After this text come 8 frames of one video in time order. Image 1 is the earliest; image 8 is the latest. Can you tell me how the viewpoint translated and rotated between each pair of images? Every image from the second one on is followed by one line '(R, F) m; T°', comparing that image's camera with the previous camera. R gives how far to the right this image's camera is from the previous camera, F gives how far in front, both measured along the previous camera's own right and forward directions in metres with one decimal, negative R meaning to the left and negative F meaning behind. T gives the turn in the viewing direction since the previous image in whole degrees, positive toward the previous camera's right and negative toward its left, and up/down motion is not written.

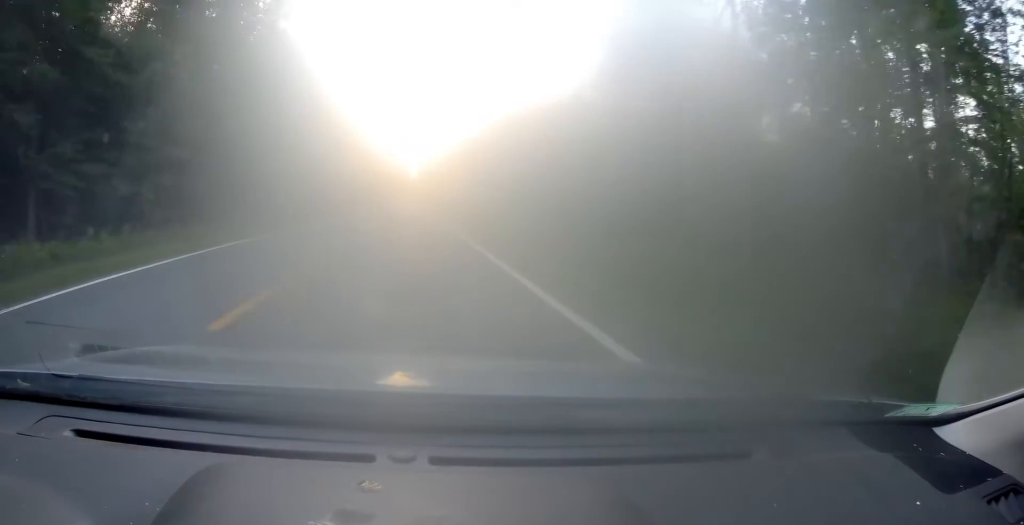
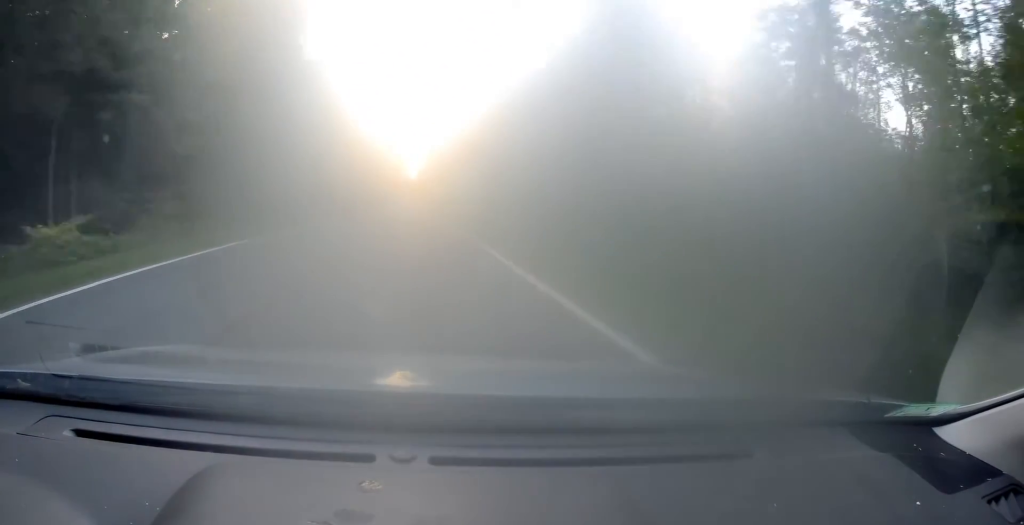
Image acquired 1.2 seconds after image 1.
(-0.3, +29.2) m; -1°
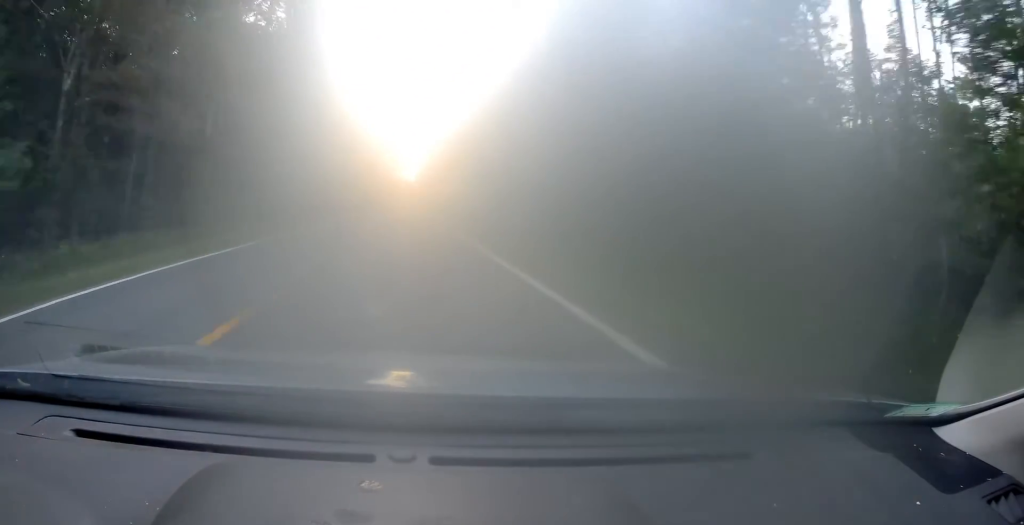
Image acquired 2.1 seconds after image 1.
(-0.1, +21.8) m; 0°
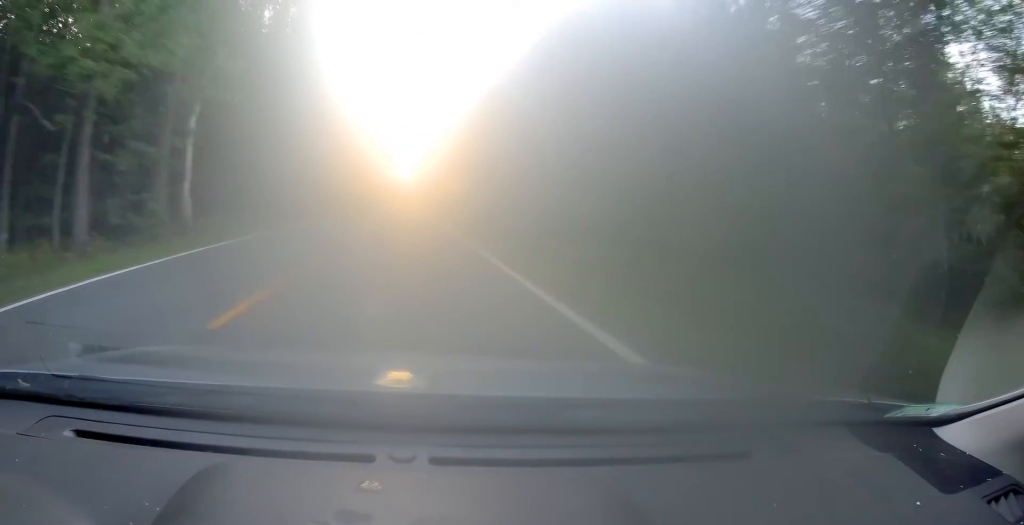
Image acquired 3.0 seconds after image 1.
(0.0, +22.4) m; -1°
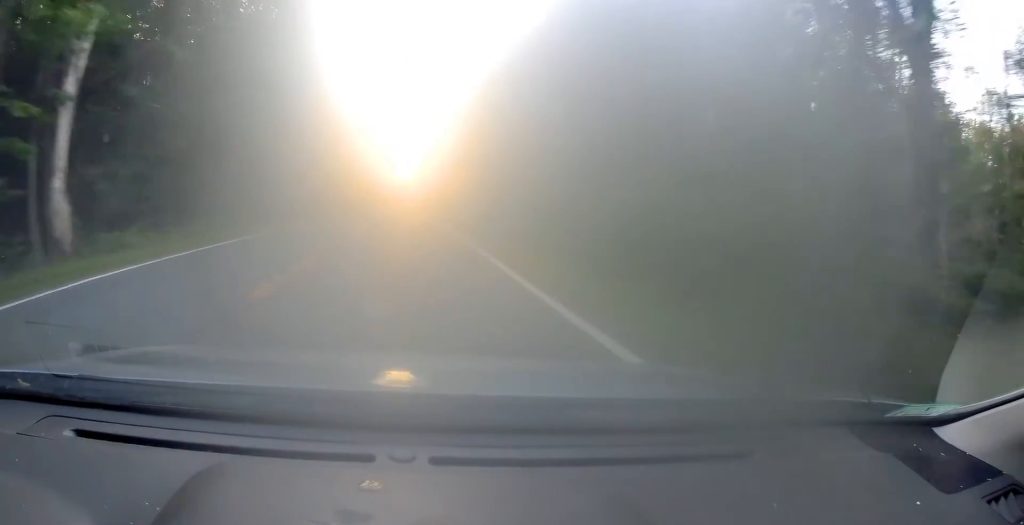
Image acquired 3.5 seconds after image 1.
(-0.3, +10.4) m; 0°
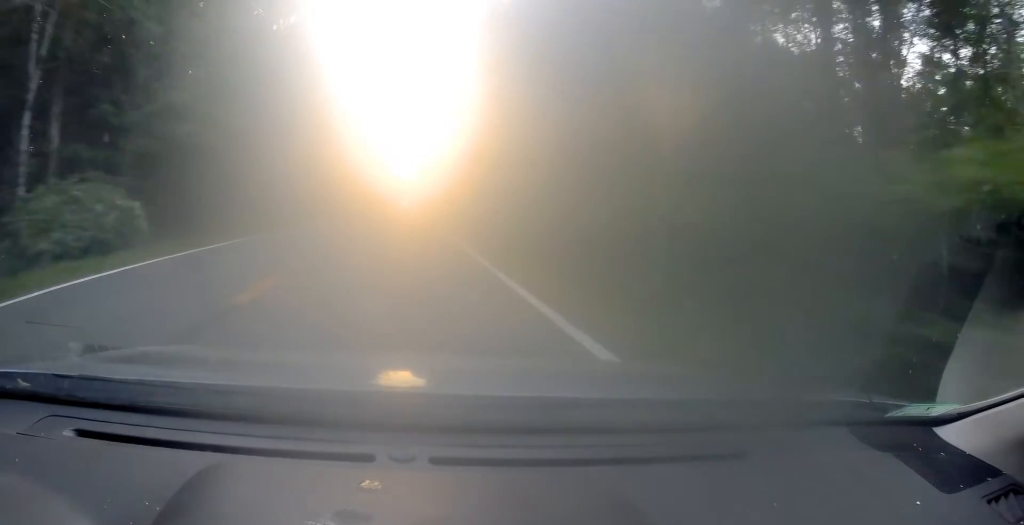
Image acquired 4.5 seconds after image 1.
(+0.1, +24.0) m; +1°
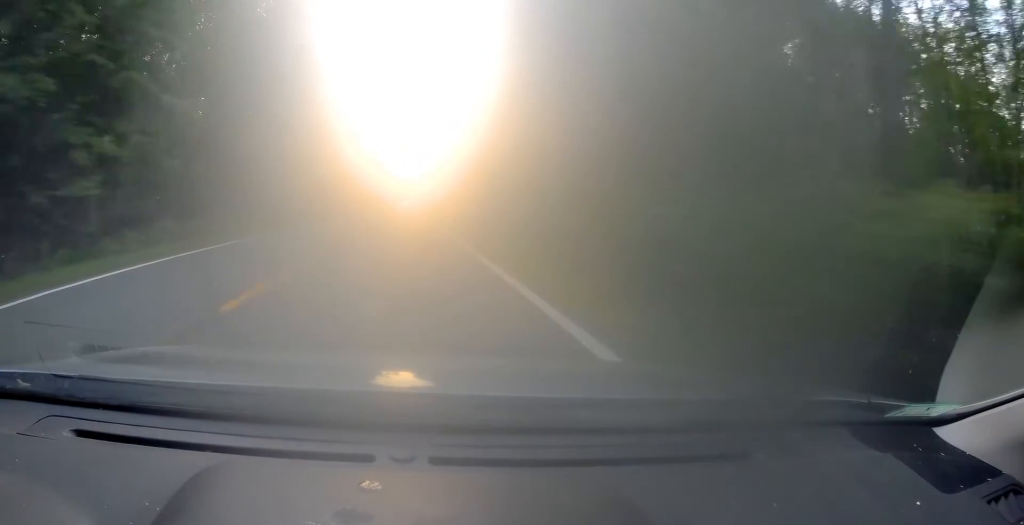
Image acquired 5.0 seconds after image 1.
(+0.1, +13.5) m; 0°
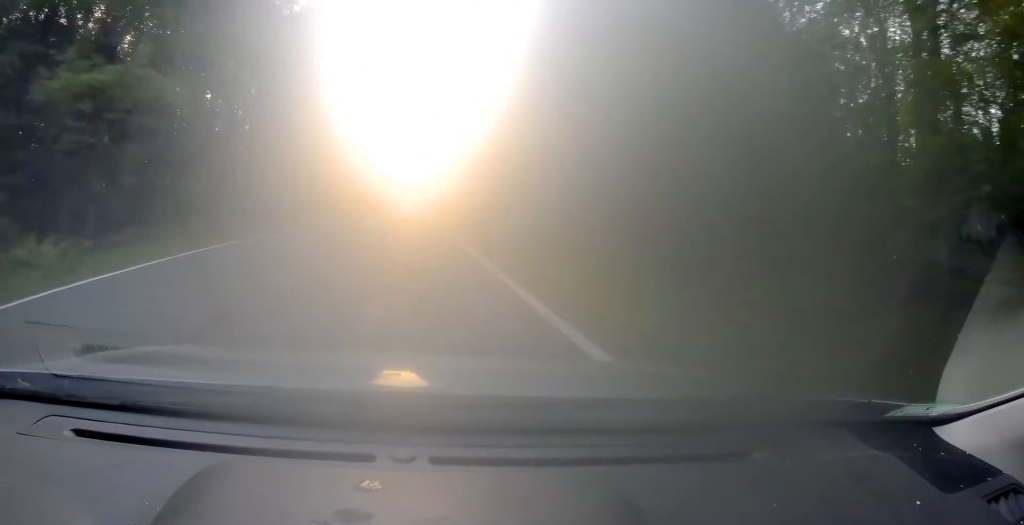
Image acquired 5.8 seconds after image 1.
(+0.4, +18.2) m; -1°
